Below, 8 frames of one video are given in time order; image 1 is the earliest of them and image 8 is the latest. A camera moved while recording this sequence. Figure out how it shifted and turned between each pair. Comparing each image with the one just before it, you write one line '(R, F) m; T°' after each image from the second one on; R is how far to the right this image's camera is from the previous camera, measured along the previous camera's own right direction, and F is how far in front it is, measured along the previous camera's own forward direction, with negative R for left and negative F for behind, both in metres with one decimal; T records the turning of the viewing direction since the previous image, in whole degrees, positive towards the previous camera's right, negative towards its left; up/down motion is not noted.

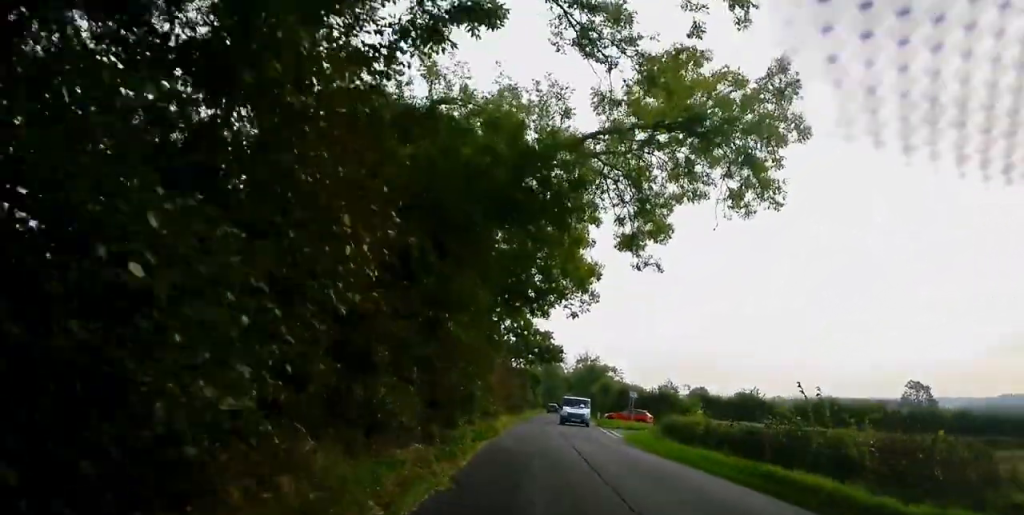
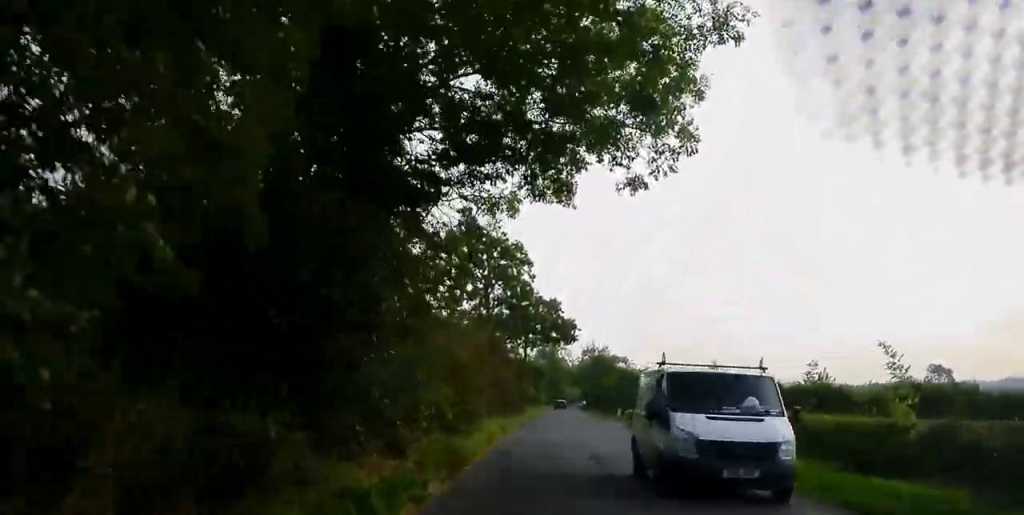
(+0.2, +17.4) m; +1°
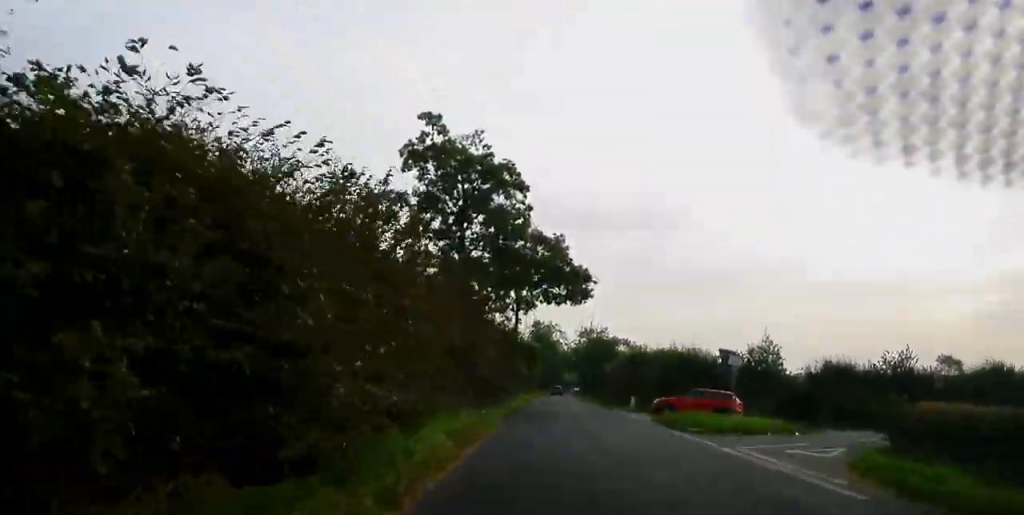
(0.0, +13.9) m; 0°
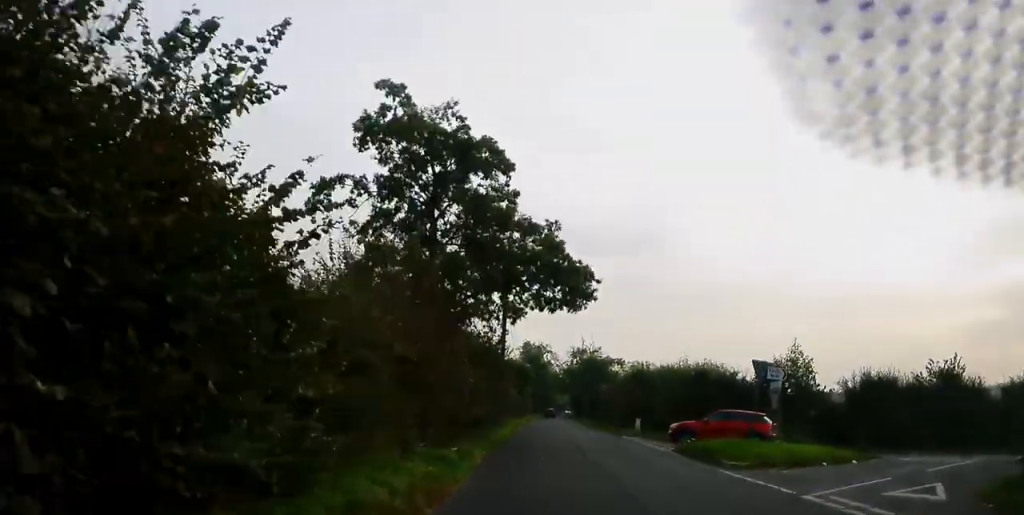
(0.0, +6.3) m; +1°
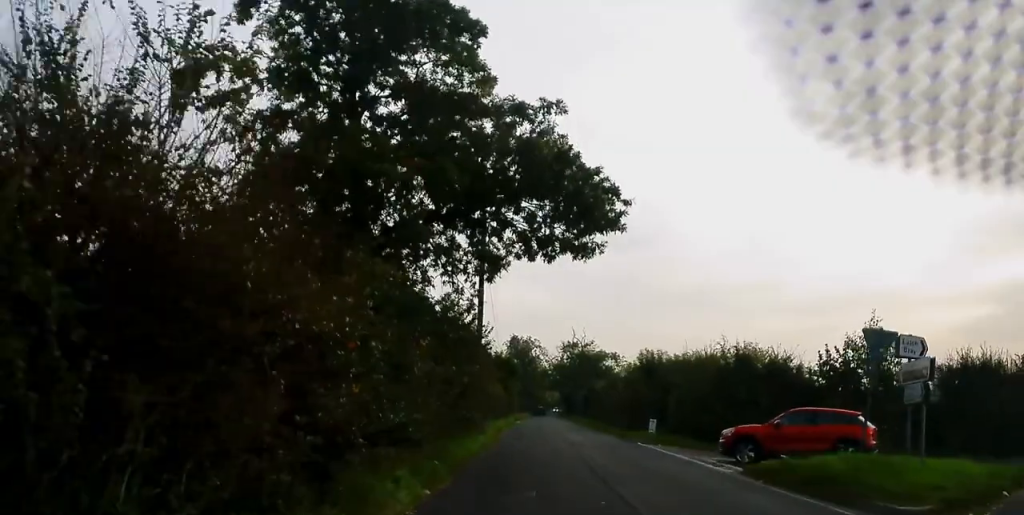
(0.0, +9.7) m; +1°
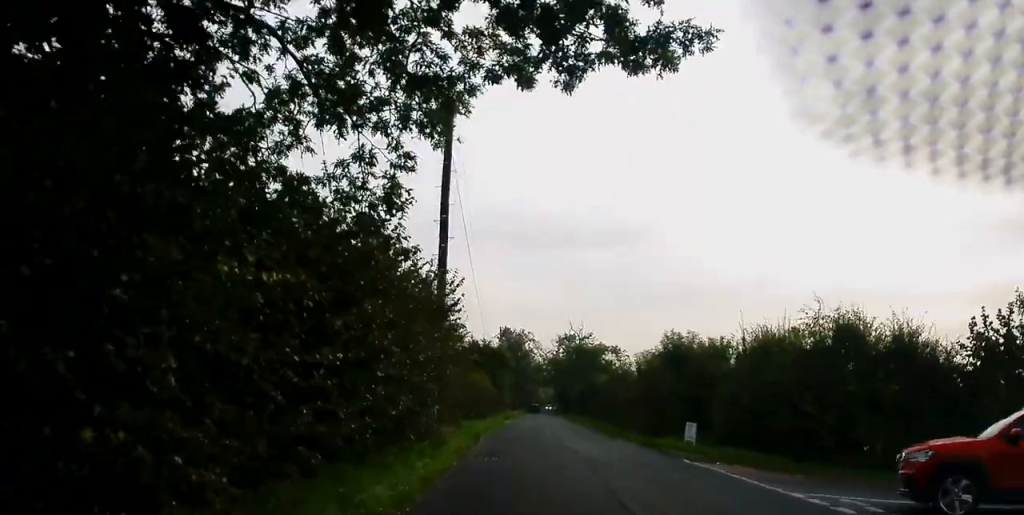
(+0.4, +10.6) m; +1°
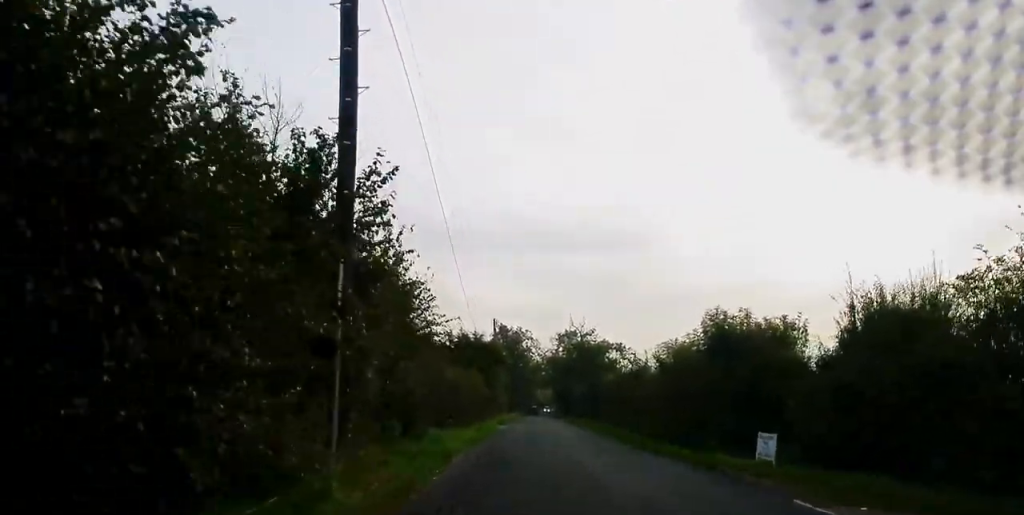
(-0.1, +9.3) m; 0°
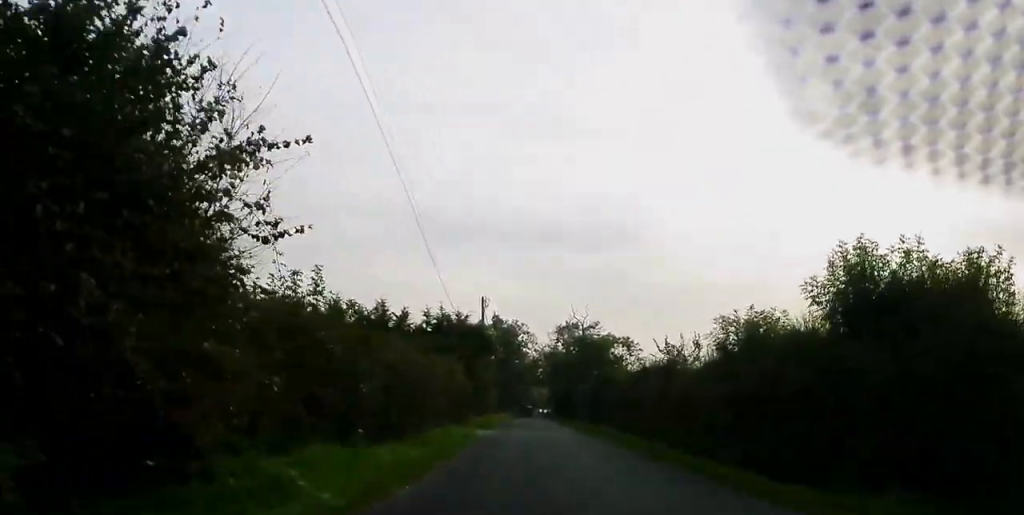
(-0.1, +12.2) m; 0°
